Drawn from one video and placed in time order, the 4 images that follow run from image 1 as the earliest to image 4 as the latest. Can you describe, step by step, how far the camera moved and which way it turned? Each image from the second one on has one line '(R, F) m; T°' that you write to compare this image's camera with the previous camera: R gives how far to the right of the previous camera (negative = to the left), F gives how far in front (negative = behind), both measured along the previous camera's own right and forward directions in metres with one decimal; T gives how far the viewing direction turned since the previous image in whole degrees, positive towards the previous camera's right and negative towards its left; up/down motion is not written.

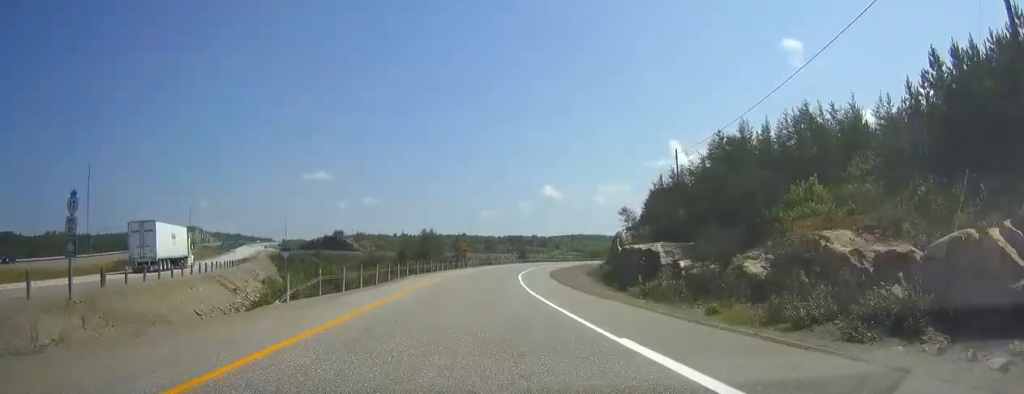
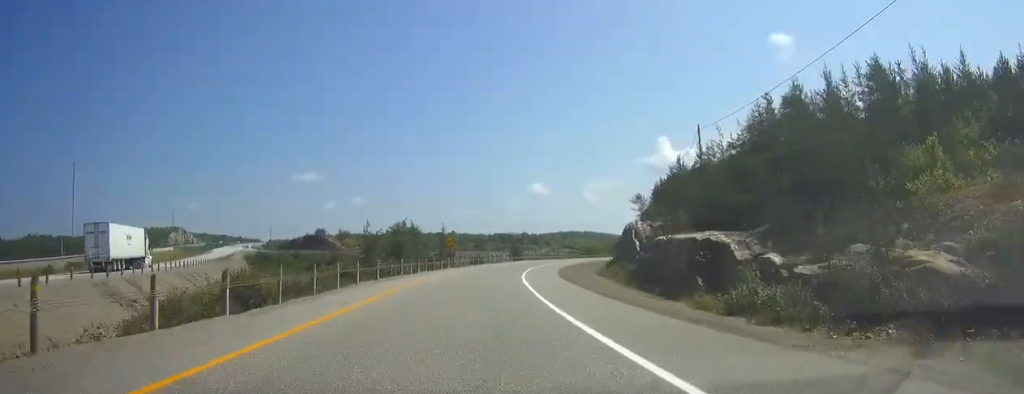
(+0.2, +14.7) m; +1°
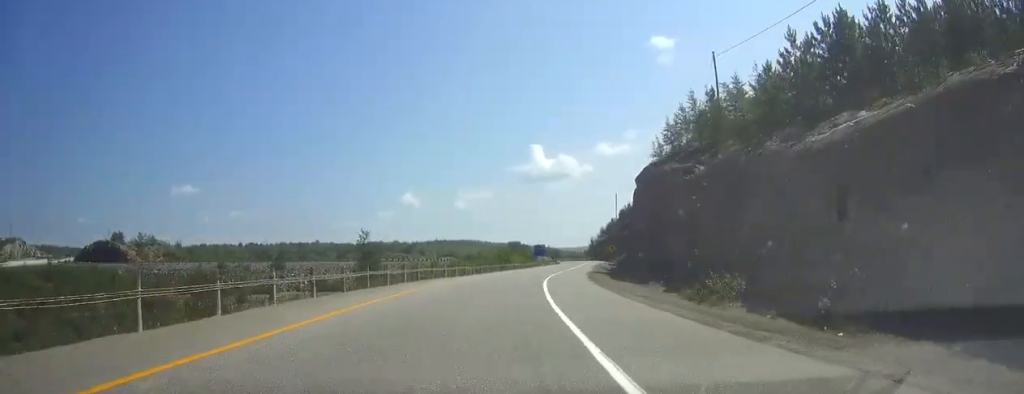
(+5.8, +86.5) m; +9°
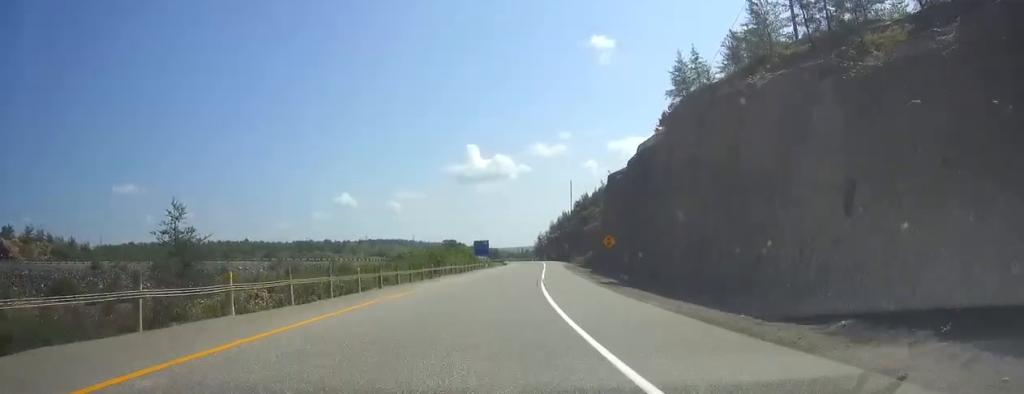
(+1.5, +32.4) m; +5°
